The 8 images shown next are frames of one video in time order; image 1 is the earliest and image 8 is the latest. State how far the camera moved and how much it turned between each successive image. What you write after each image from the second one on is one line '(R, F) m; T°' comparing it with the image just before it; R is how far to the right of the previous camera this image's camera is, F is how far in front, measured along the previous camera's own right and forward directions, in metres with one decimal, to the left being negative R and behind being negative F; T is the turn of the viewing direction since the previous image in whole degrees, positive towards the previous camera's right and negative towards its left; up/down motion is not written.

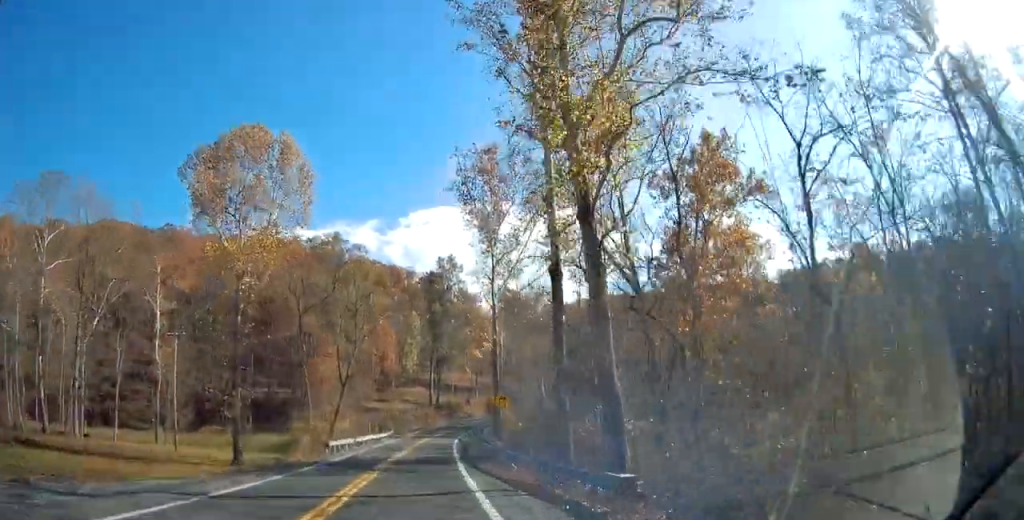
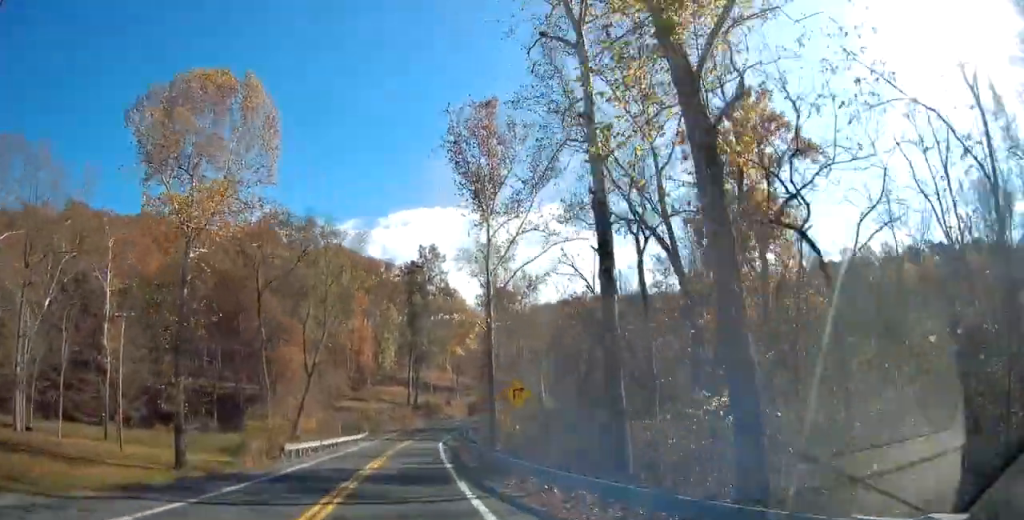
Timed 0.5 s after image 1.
(+0.1, +7.6) m; +2°
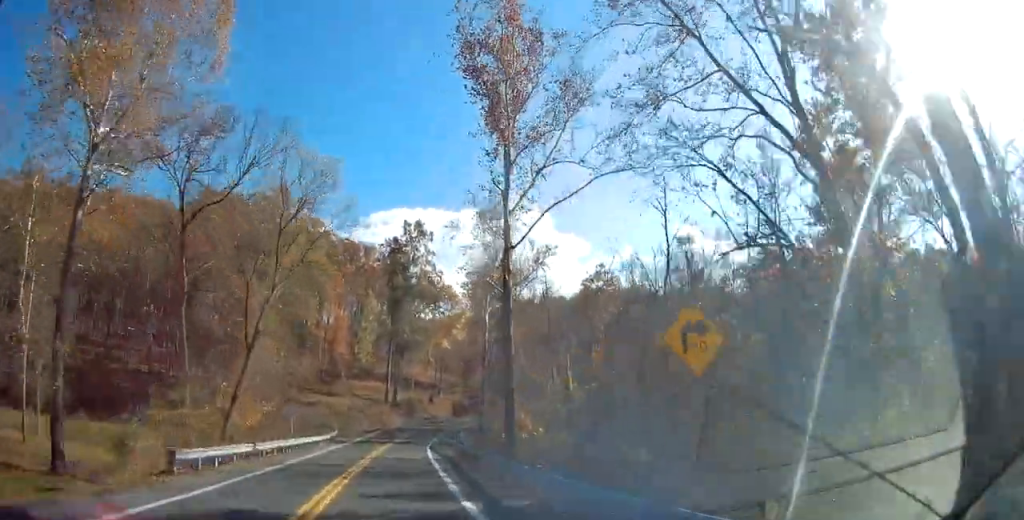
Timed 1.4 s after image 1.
(+0.6, +11.9) m; +3°
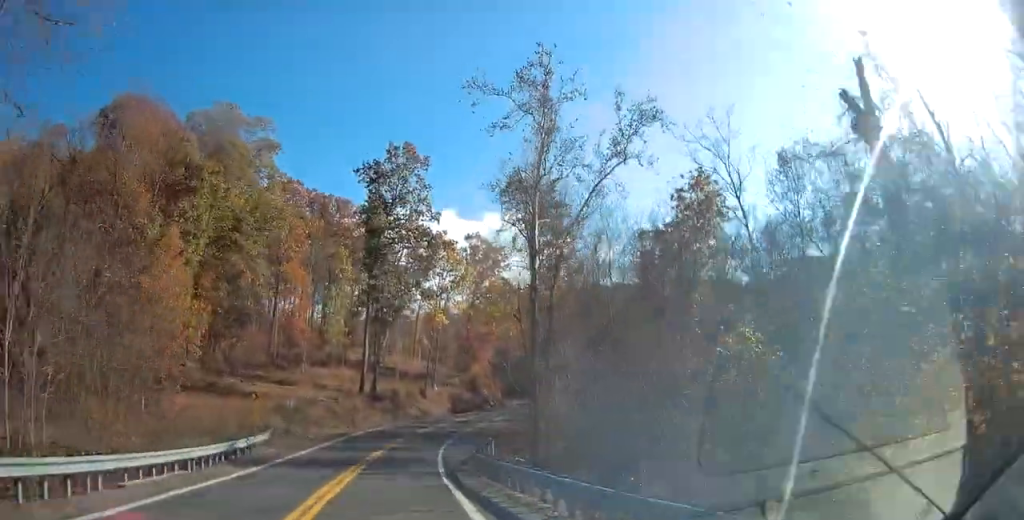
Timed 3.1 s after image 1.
(+0.9, +27.0) m; +3°
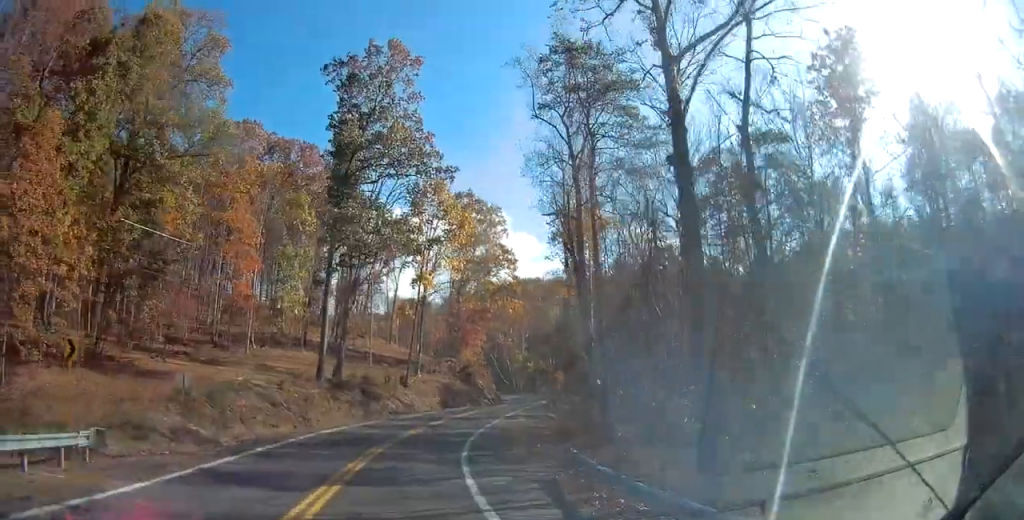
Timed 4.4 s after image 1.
(-0.2, +20.0) m; +2°
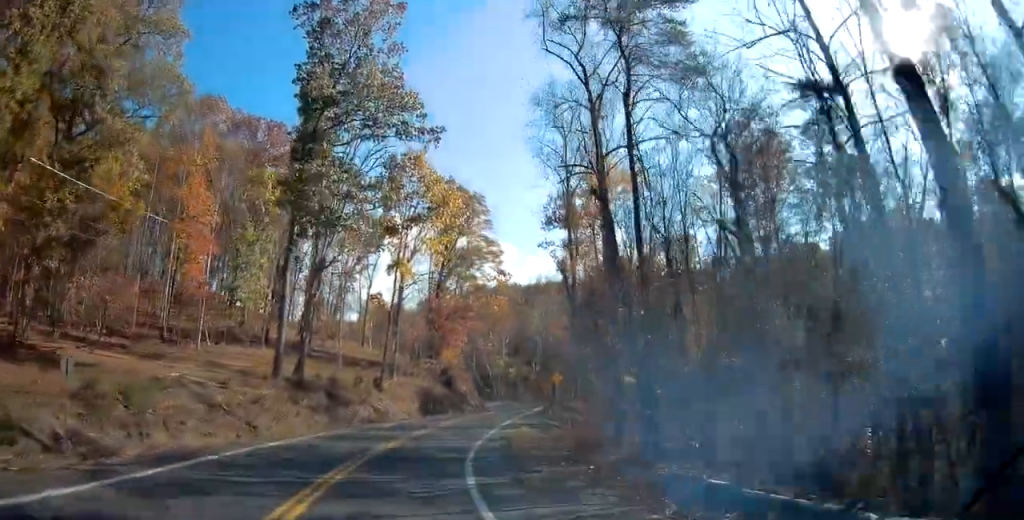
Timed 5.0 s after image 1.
(+0.3, +8.7) m; +5°
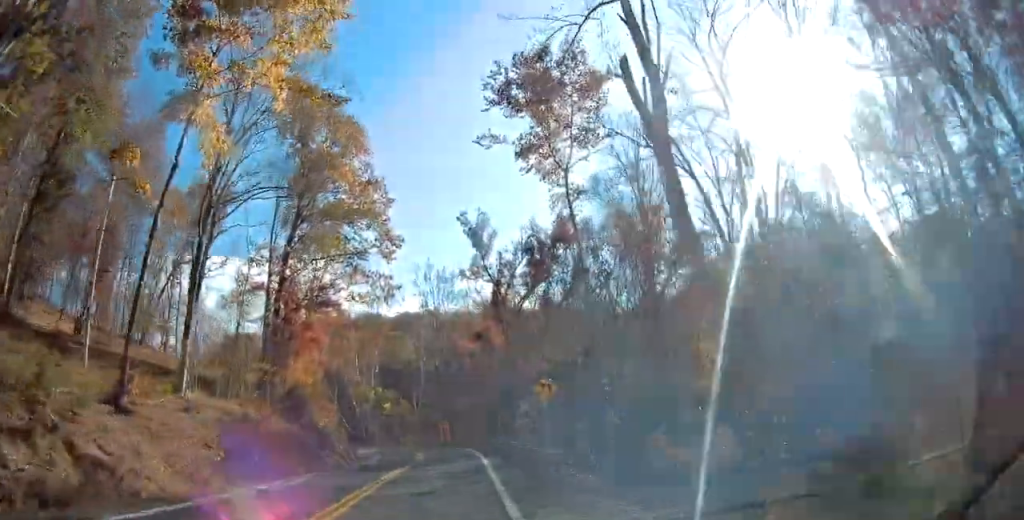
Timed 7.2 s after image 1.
(+4.3, +31.1) m; +11°
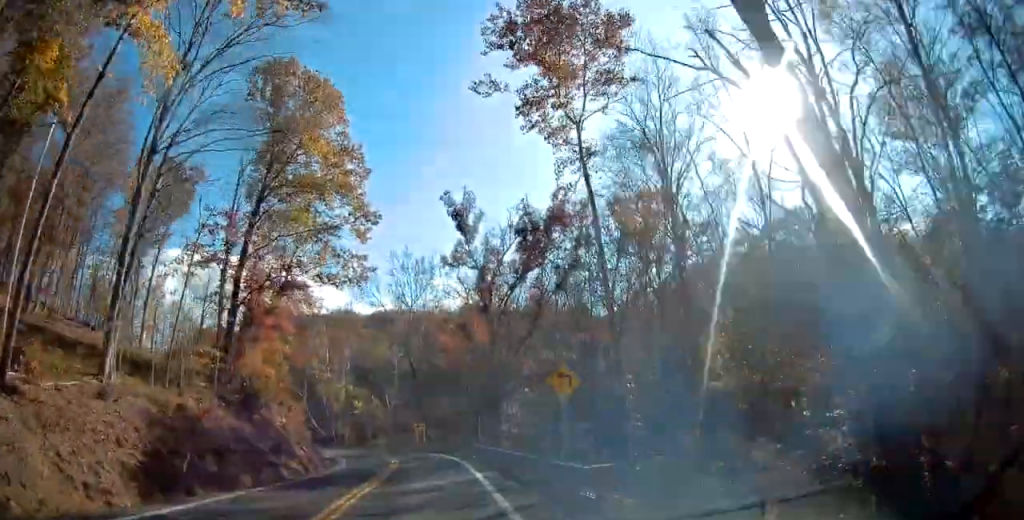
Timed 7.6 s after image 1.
(0.0, +5.8) m; +1°
